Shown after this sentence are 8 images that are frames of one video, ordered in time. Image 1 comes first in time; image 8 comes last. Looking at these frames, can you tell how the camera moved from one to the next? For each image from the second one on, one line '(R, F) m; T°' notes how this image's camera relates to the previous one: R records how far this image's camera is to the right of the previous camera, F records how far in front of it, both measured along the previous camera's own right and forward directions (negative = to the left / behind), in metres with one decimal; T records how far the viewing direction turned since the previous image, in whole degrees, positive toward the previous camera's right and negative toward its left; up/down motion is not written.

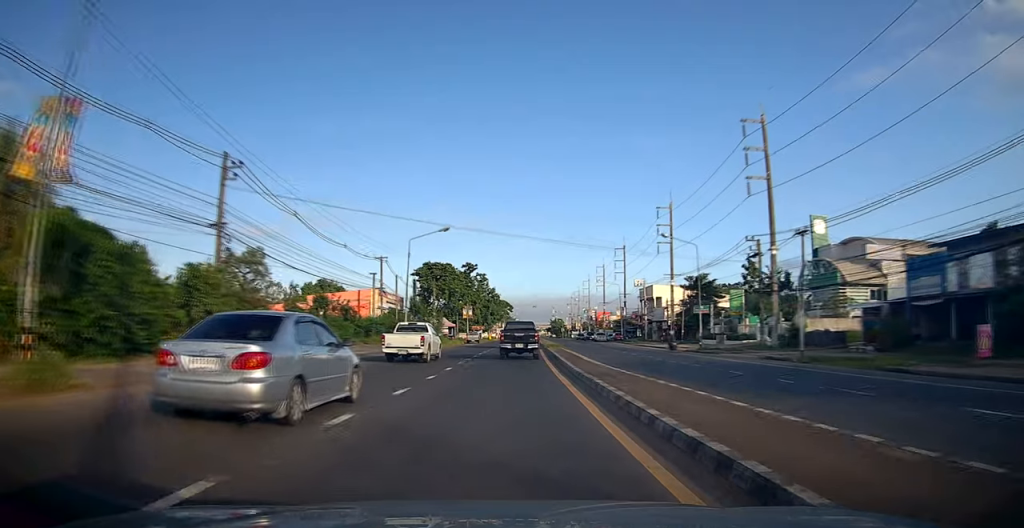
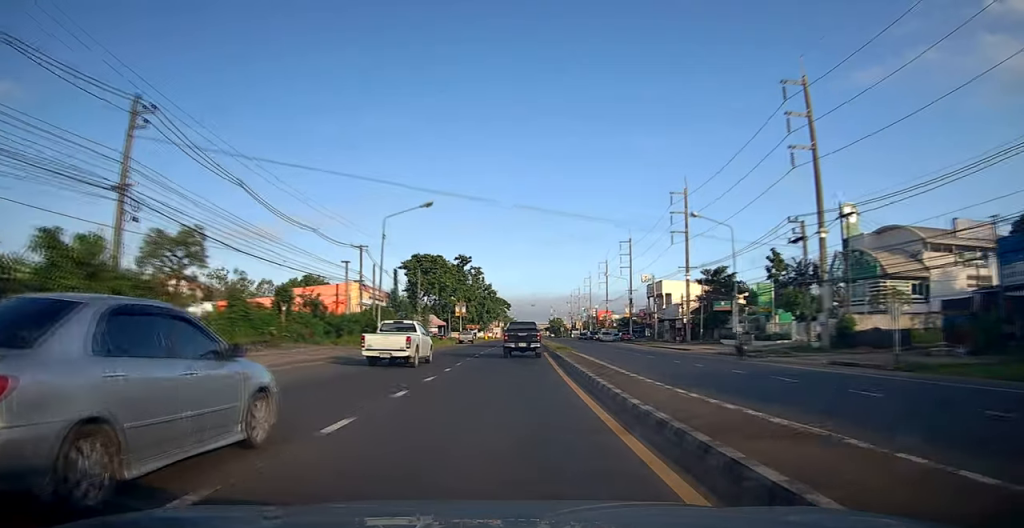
(+0.1, +8.3) m; 0°
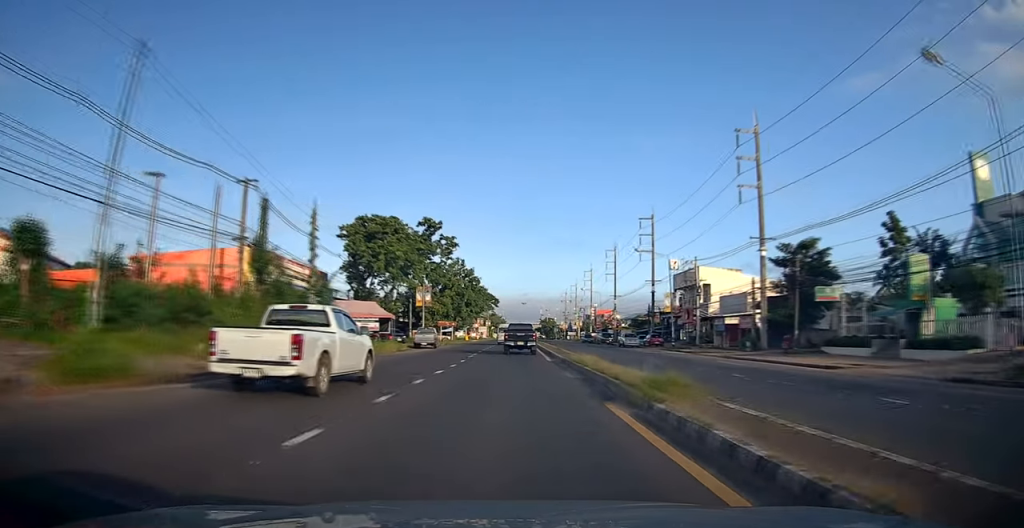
(+0.3, +24.8) m; +2°
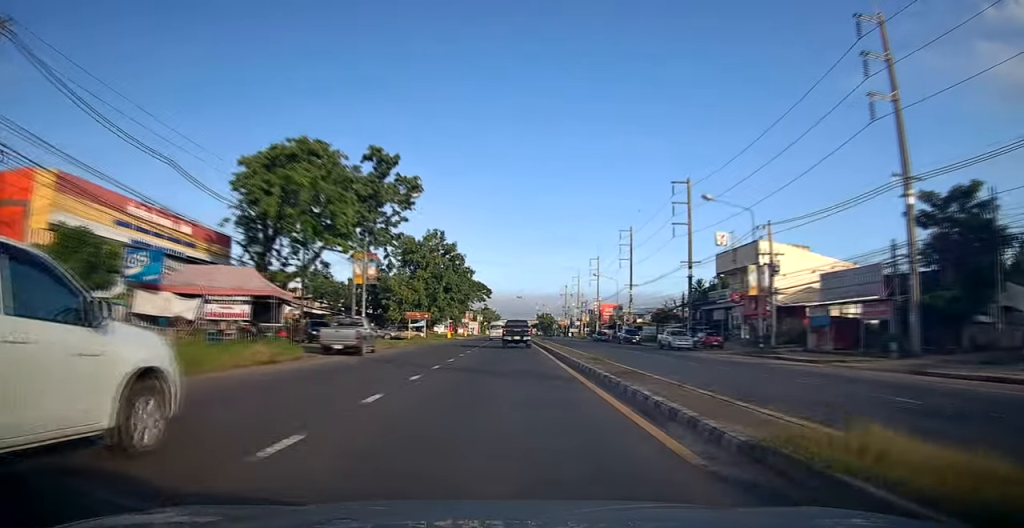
(+0.3, +20.0) m; +2°
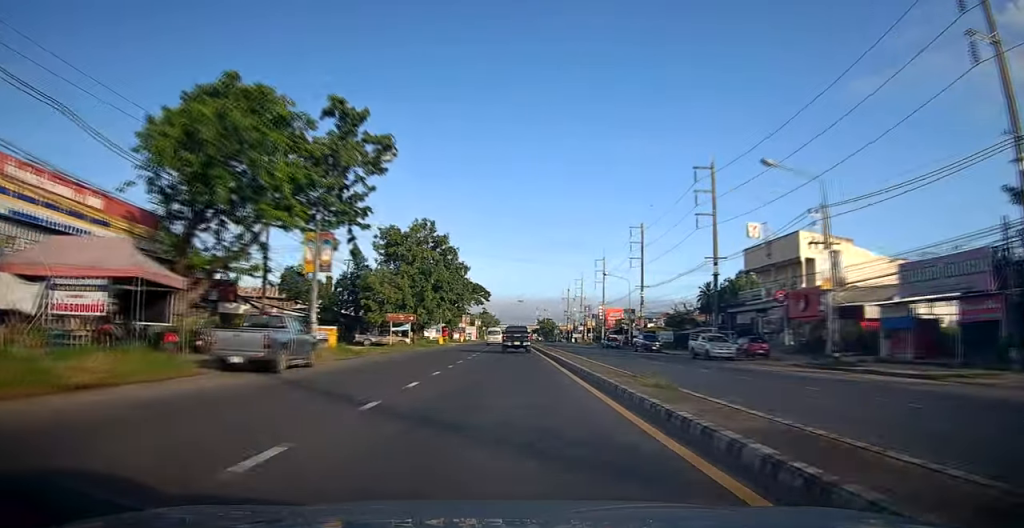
(+0.1, +8.5) m; 0°
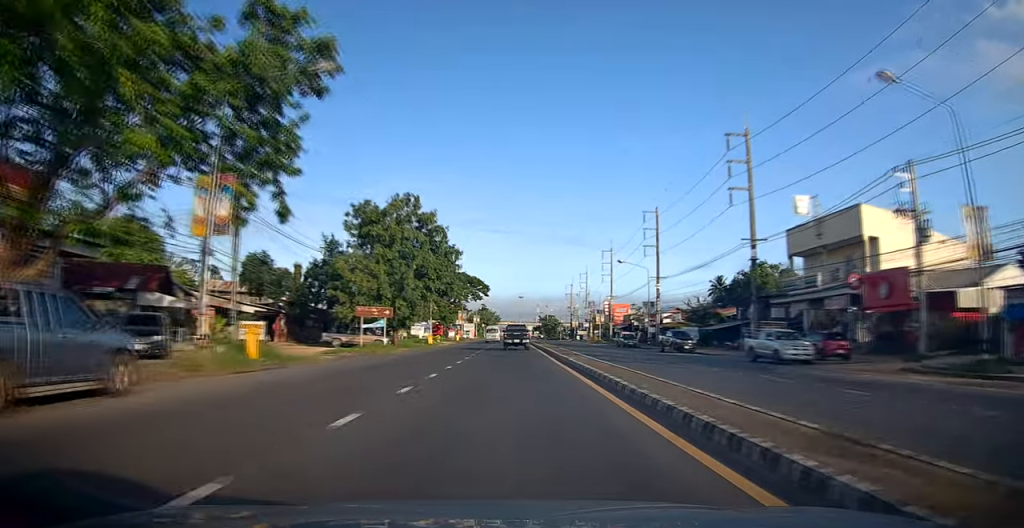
(0.0, +9.5) m; -1°
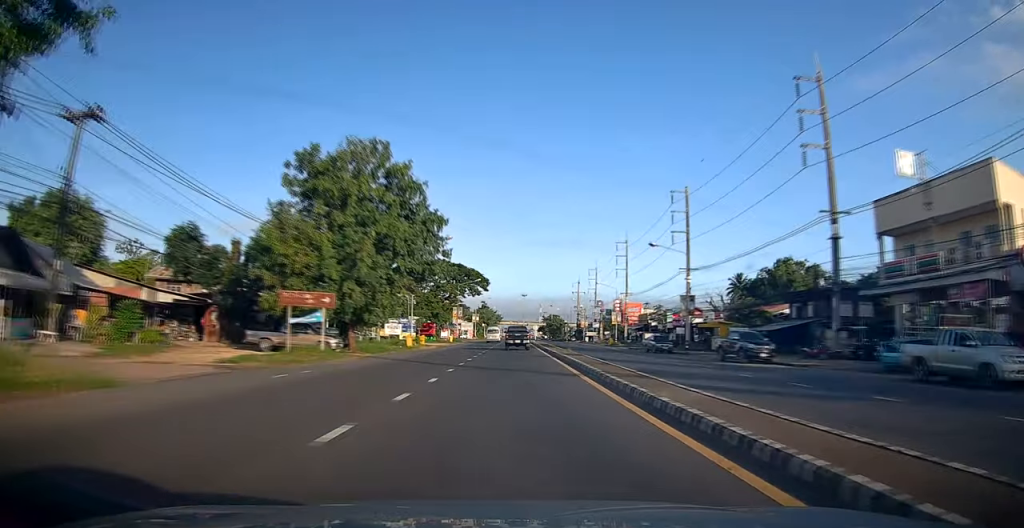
(-0.2, +13.1) m; -2°
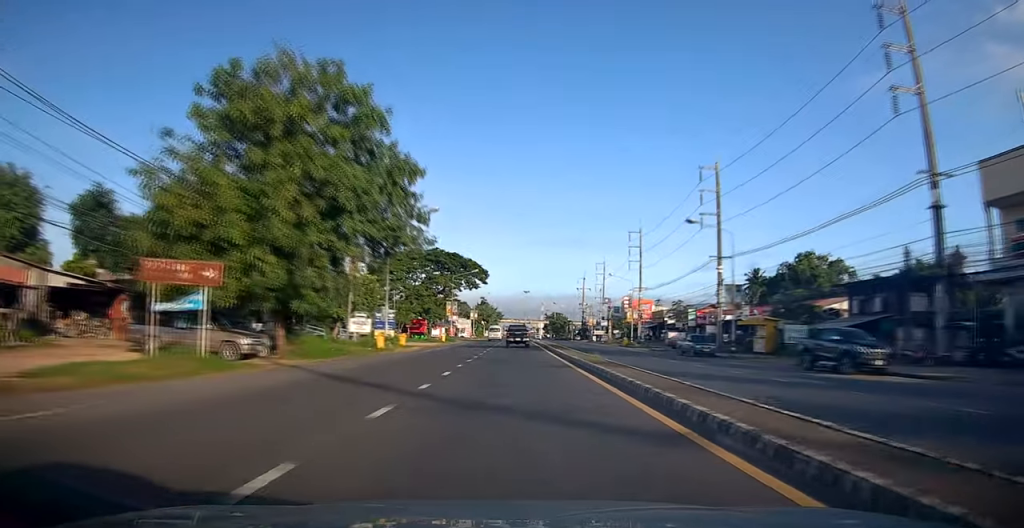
(-0.5, +10.3) m; 0°
